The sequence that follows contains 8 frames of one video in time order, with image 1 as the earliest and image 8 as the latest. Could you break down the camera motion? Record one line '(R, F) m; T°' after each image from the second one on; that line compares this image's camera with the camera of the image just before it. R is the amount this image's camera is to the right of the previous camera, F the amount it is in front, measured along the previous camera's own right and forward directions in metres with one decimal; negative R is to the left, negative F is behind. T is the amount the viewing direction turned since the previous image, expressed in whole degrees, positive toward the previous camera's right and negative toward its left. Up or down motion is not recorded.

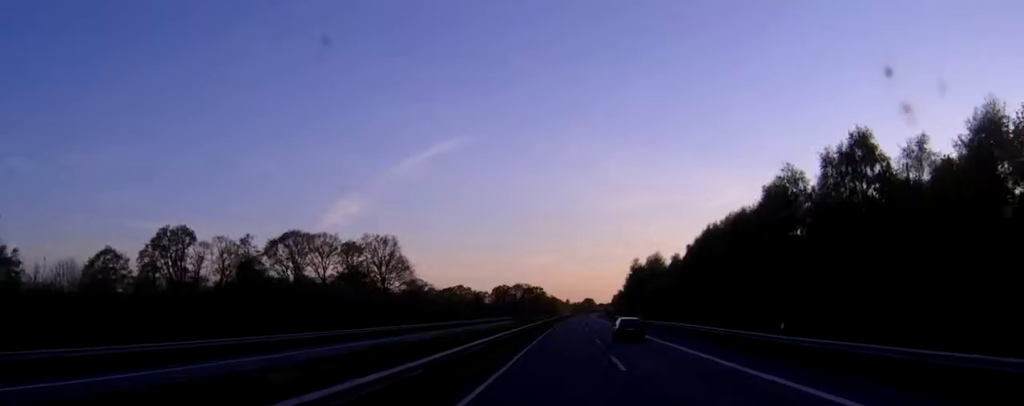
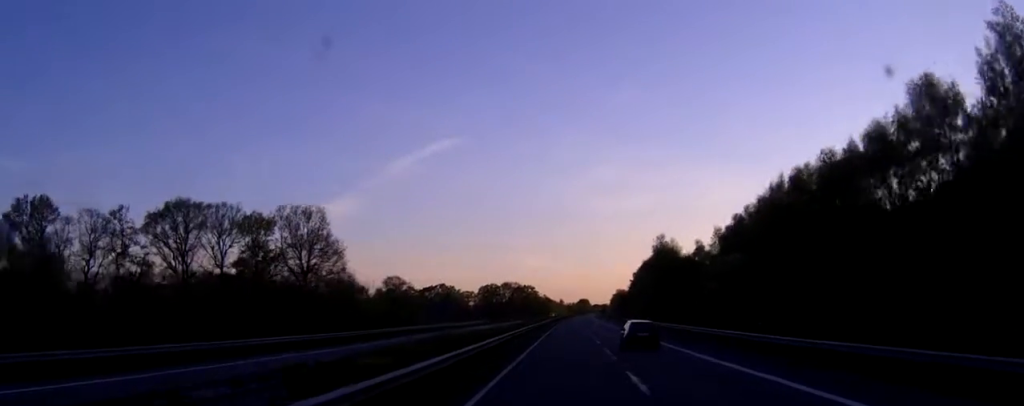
(+0.1, +40.5) m; 0°
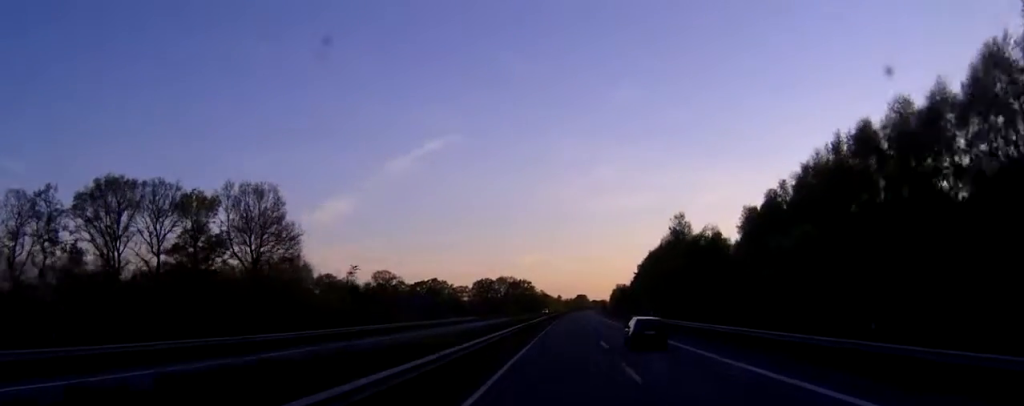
(+0.1, +16.4) m; 0°
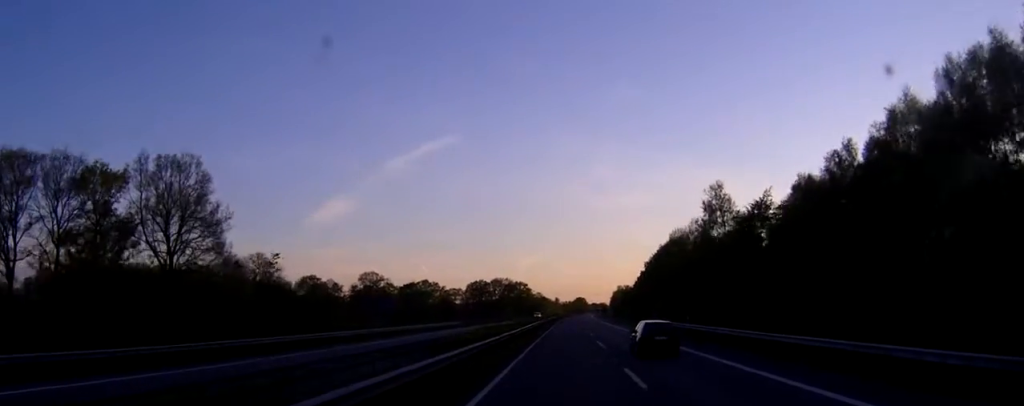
(+0.1, +19.2) m; 0°
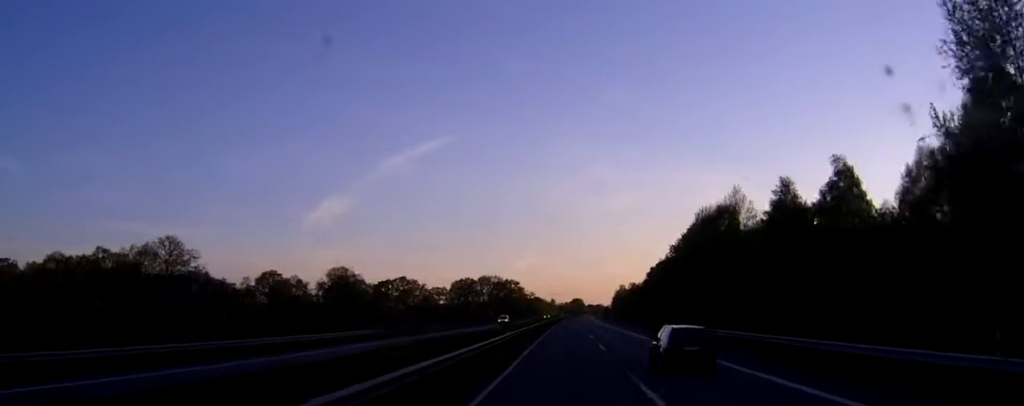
(0.0, +39.4) m; 0°
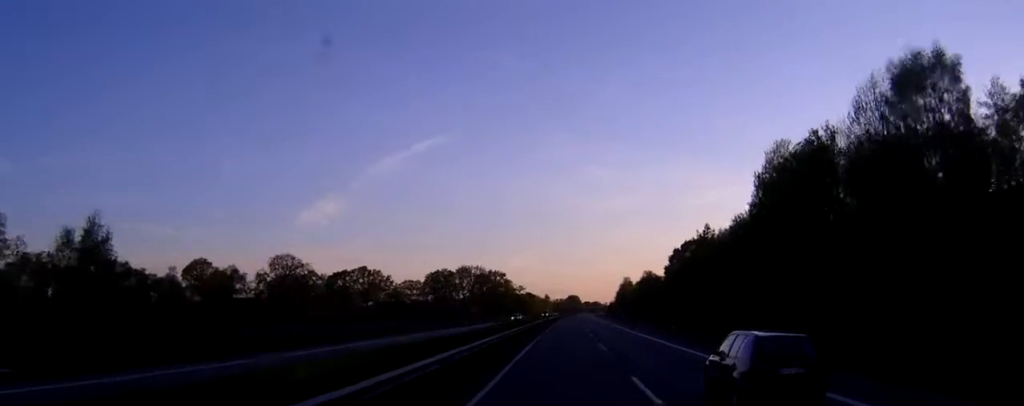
(+0.2, +52.9) m; 0°
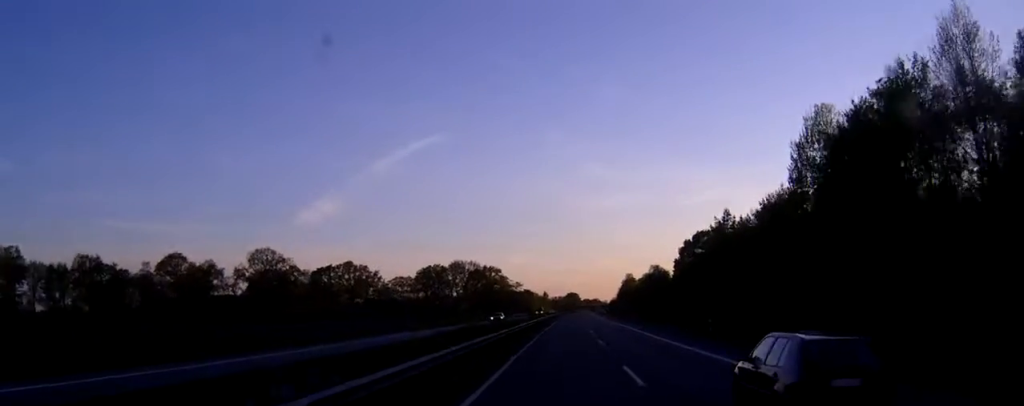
(0.0, +15.4) m; 0°
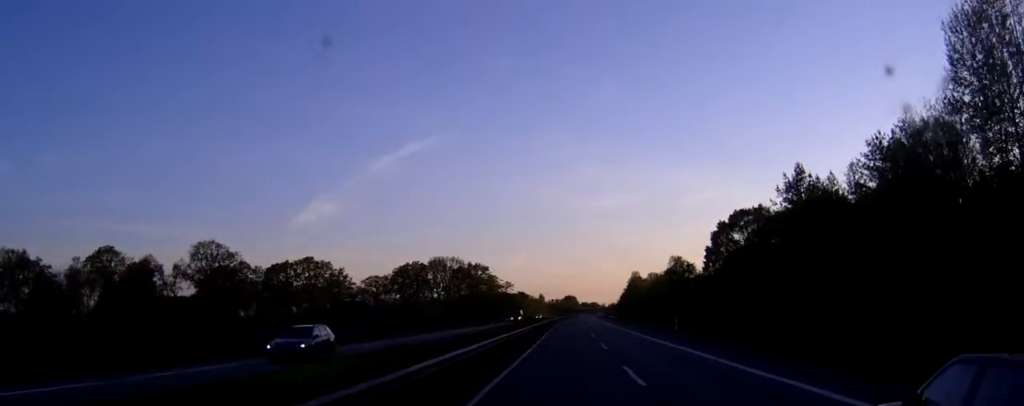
(+0.1, +34.4) m; 0°
